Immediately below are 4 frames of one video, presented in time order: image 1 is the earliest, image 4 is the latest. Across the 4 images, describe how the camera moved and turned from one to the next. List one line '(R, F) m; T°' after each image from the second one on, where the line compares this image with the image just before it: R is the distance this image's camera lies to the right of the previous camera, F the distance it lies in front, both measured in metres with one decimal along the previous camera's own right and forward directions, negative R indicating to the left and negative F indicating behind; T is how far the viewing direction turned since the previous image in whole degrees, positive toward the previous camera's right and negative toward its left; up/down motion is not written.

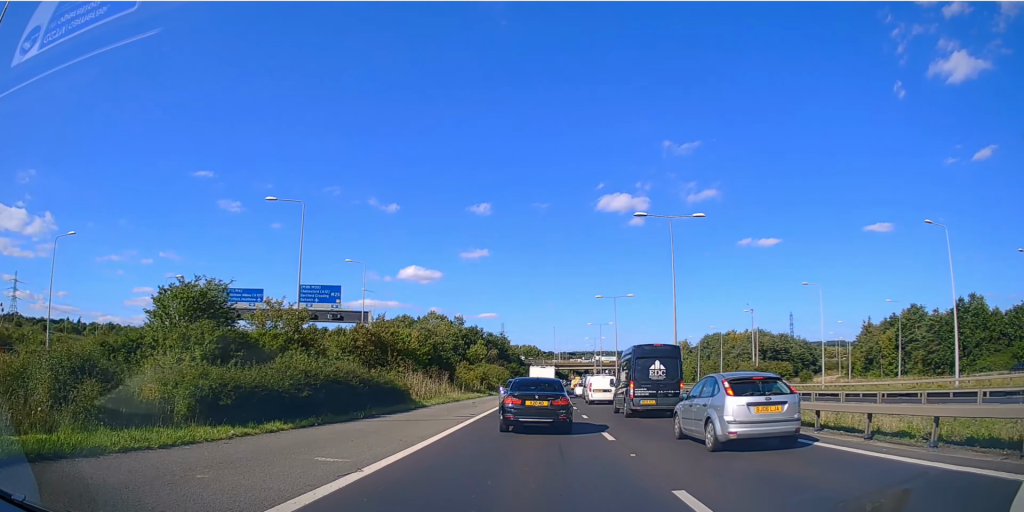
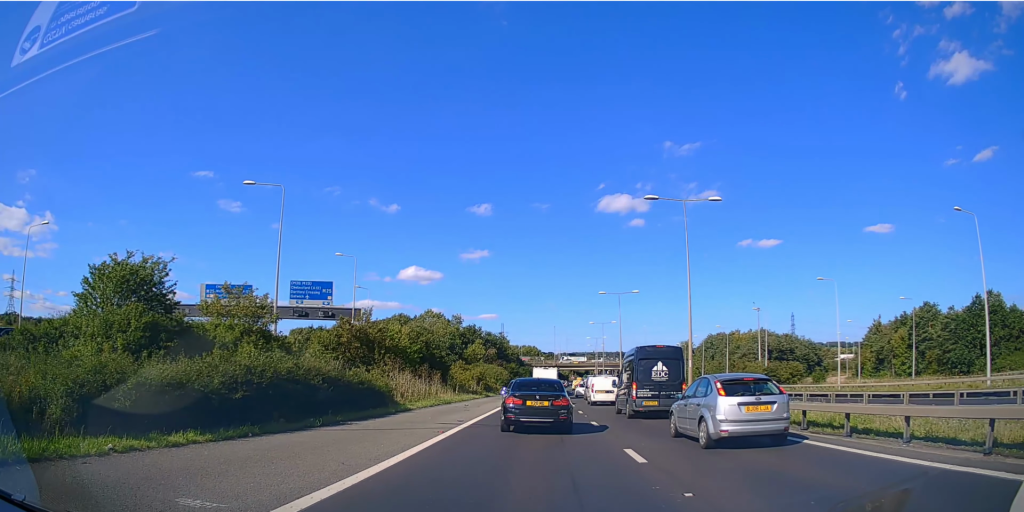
(0.0, +3.9) m; +1°
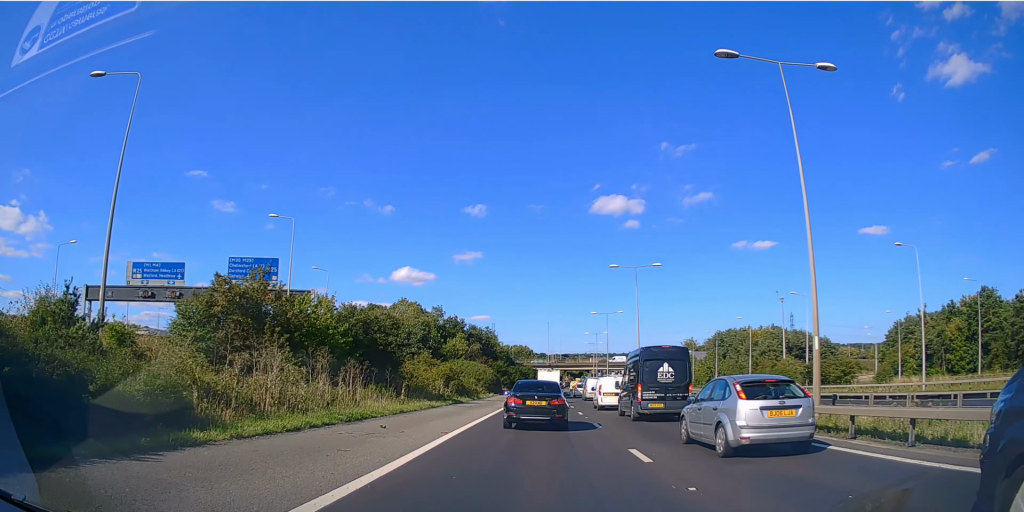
(+0.3, +18.3) m; +2°
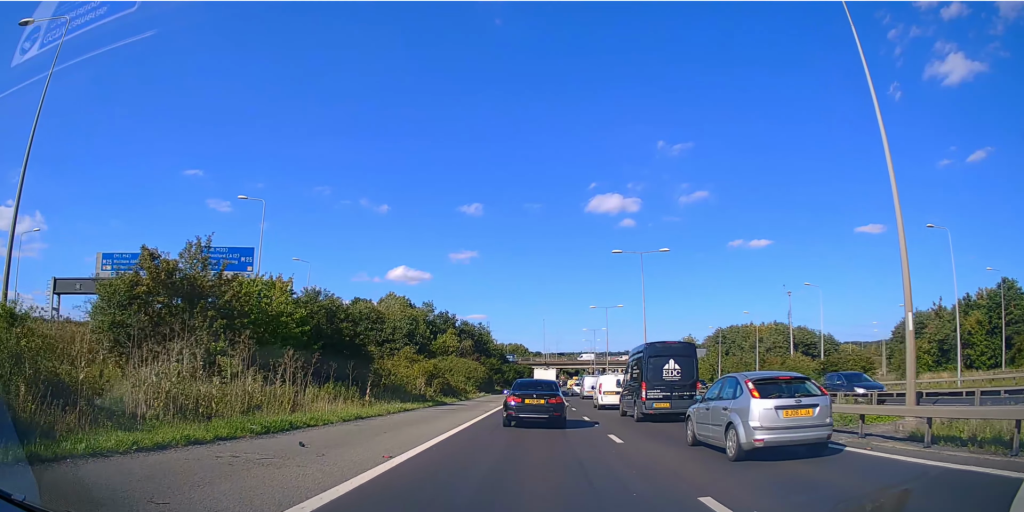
(0.0, +5.7) m; +1°
